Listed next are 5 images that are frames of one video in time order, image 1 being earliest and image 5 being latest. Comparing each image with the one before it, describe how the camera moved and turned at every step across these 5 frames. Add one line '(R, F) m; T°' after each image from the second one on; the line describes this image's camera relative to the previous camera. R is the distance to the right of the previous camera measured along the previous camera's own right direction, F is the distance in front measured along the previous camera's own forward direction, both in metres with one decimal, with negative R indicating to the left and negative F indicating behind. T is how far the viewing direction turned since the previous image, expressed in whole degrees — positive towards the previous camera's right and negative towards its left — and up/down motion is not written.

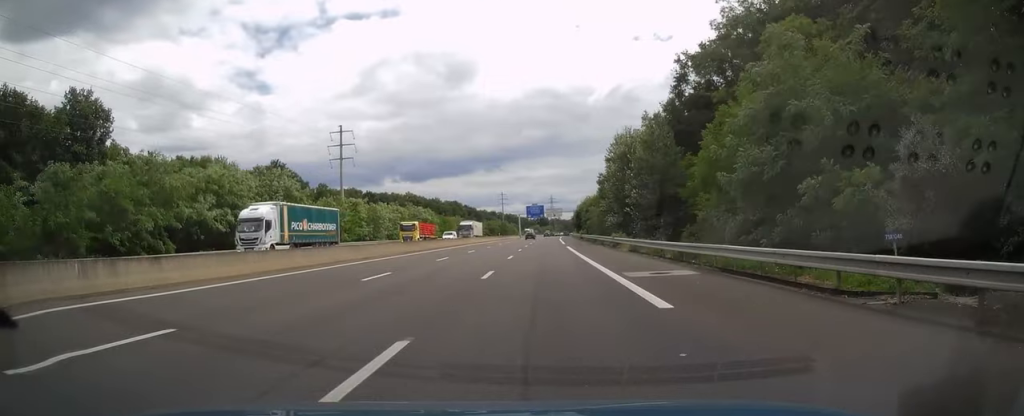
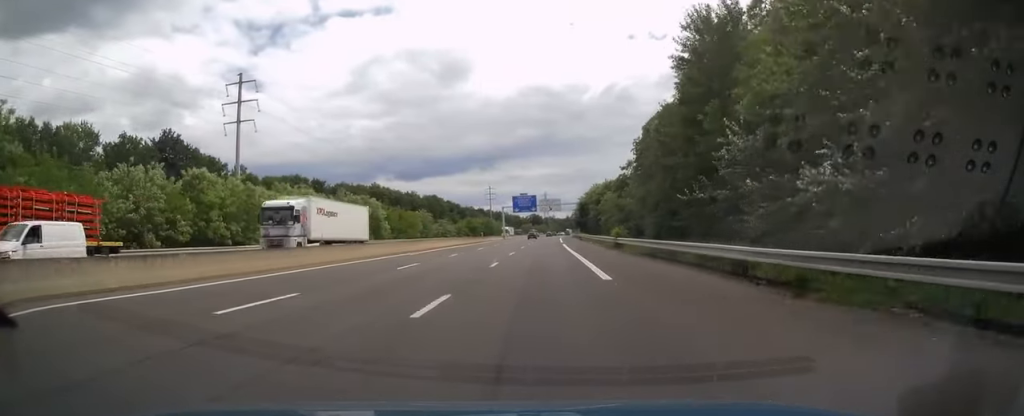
(+0.3, +46.1) m; +1°
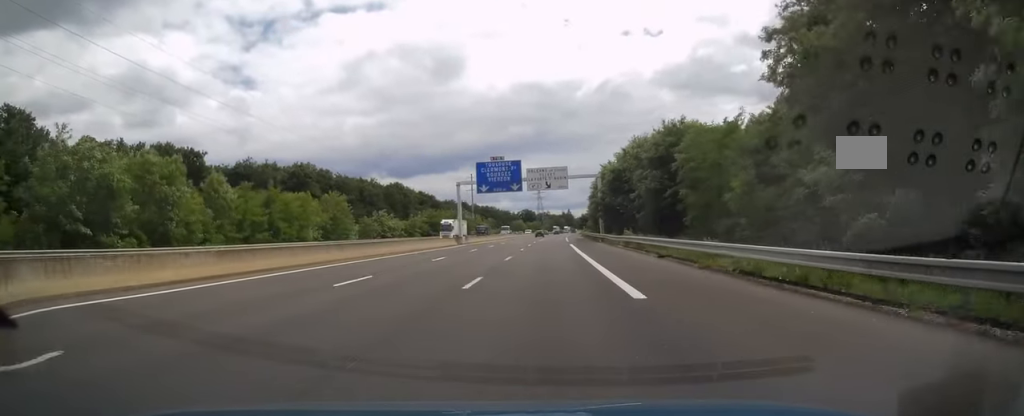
(+0.2, +61.6) m; +1°
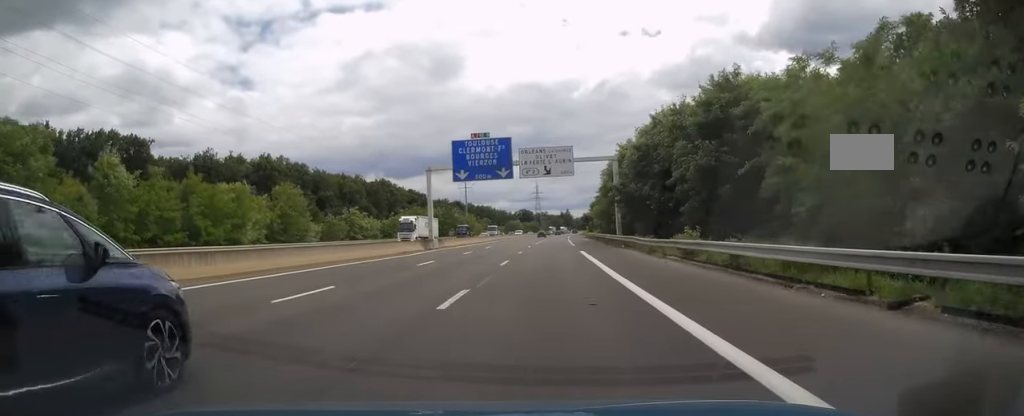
(+0.1, +17.1) m; 0°
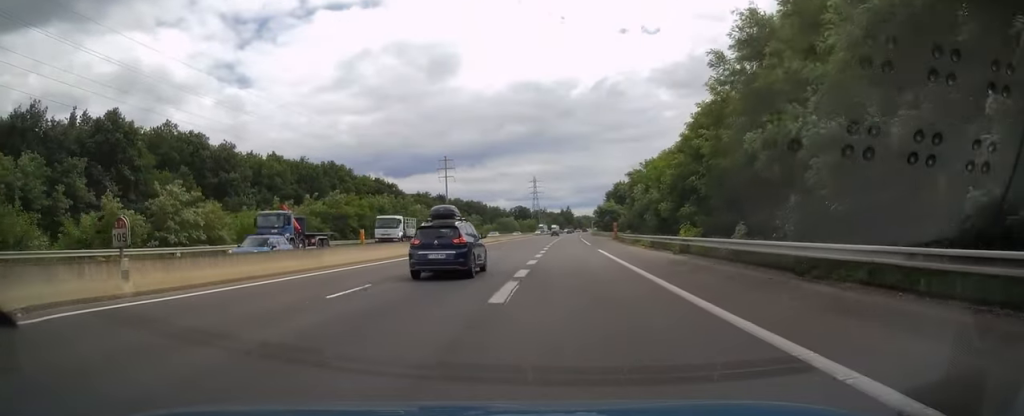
(+0.2, +50.5) m; 0°
